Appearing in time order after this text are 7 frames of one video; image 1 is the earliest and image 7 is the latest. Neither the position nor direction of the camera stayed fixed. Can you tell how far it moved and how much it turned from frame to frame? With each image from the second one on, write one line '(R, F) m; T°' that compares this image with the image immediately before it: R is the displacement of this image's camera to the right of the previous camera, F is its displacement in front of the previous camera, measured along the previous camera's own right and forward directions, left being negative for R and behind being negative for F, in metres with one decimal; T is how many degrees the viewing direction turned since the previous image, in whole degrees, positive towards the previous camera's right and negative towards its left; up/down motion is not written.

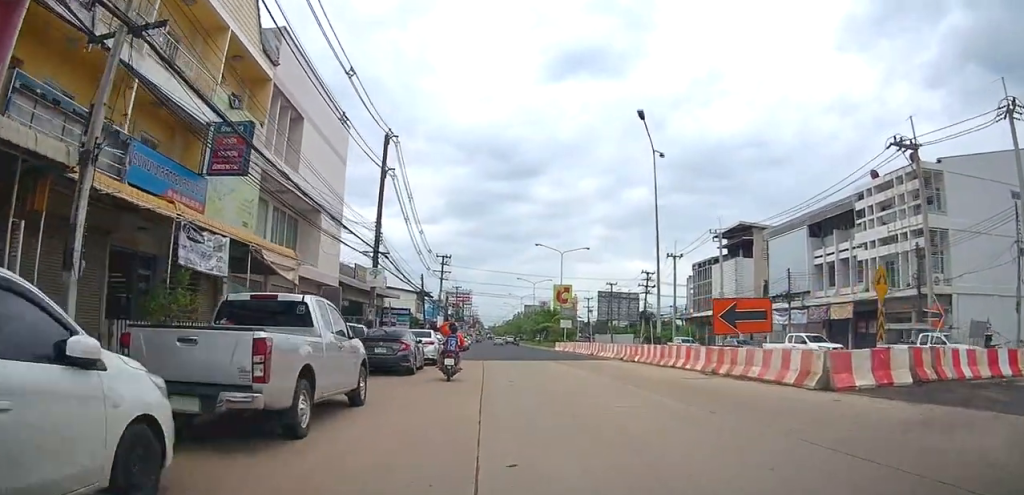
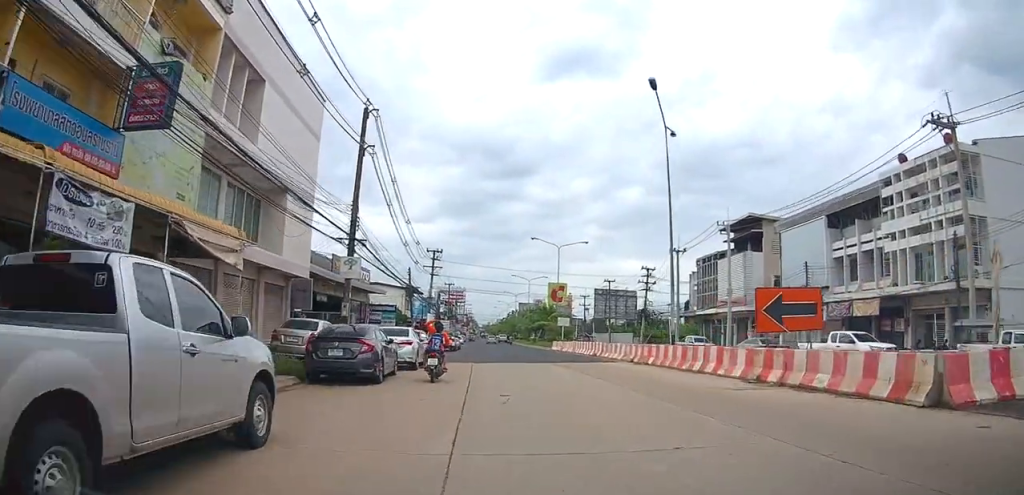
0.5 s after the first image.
(+0.1, +3.8) m; +2°
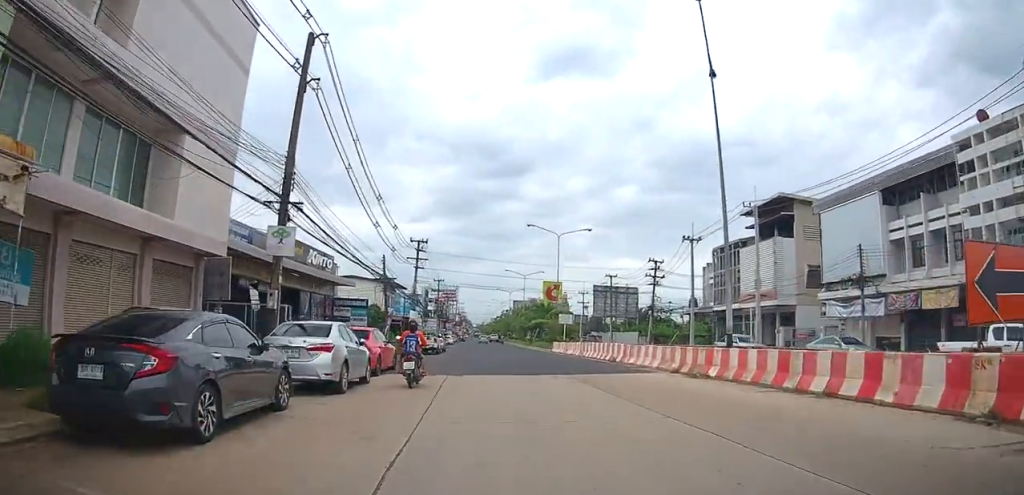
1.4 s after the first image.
(+0.2, +8.2) m; -1°
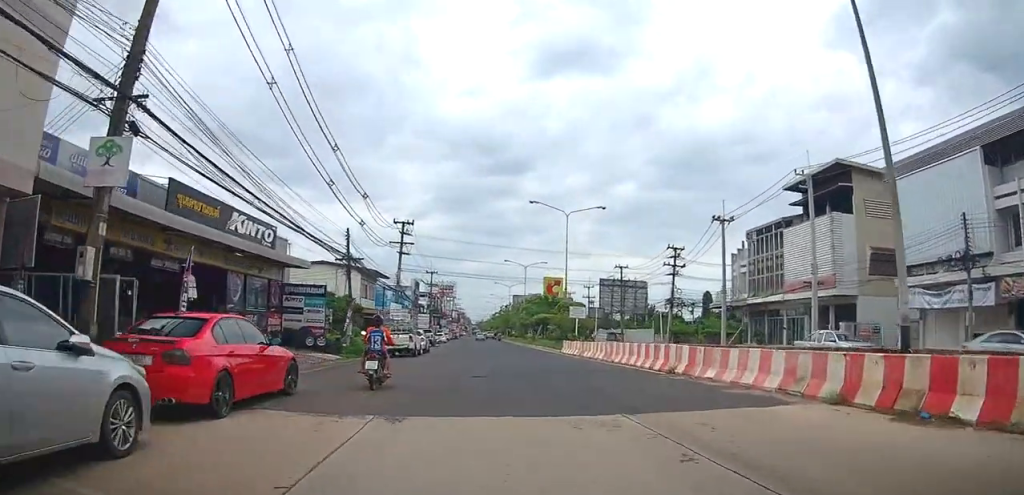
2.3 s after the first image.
(-0.4, +9.8) m; -1°
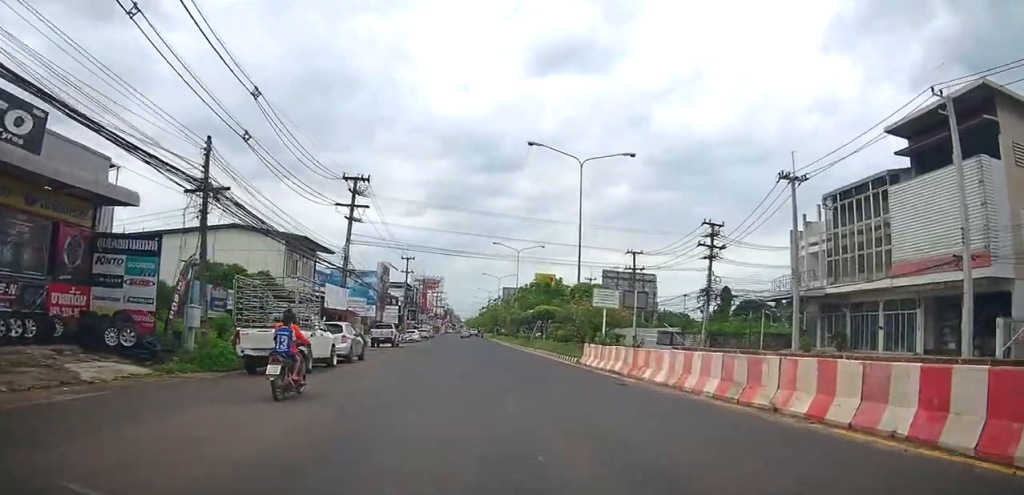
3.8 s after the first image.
(+0.6, +15.8) m; +1°
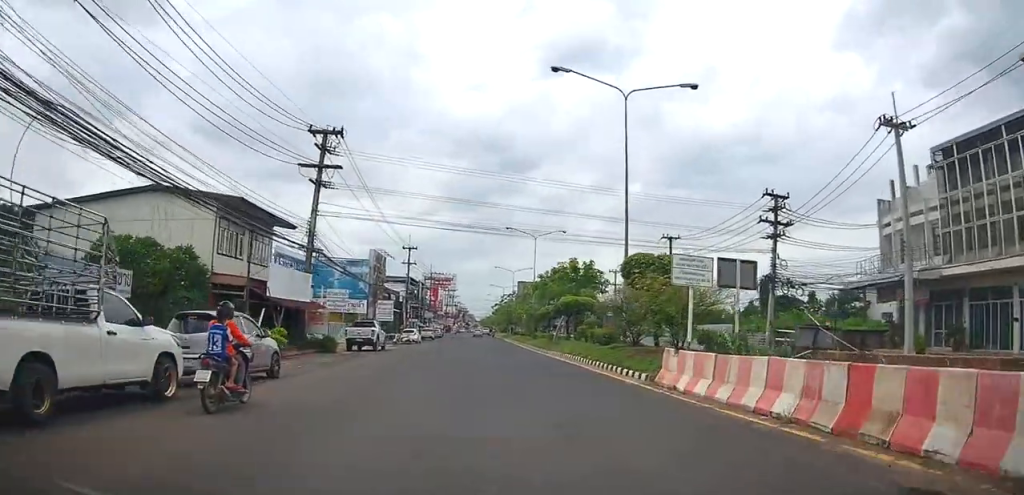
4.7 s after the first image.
(-0.7, +10.6) m; -3°
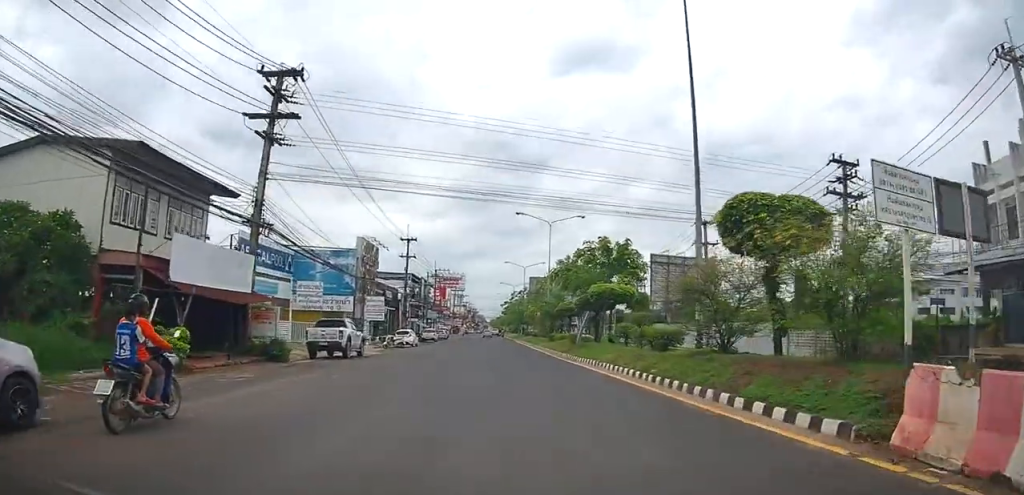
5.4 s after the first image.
(+0.1, +8.6) m; 0°
